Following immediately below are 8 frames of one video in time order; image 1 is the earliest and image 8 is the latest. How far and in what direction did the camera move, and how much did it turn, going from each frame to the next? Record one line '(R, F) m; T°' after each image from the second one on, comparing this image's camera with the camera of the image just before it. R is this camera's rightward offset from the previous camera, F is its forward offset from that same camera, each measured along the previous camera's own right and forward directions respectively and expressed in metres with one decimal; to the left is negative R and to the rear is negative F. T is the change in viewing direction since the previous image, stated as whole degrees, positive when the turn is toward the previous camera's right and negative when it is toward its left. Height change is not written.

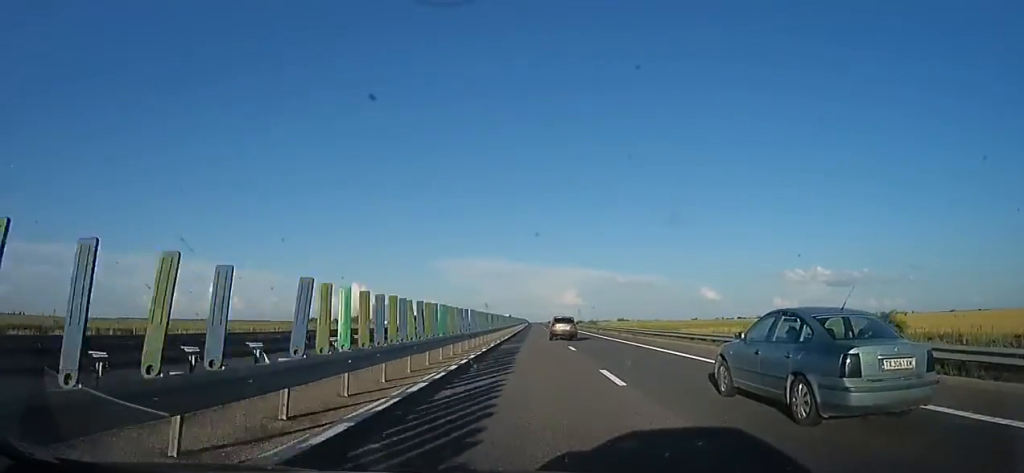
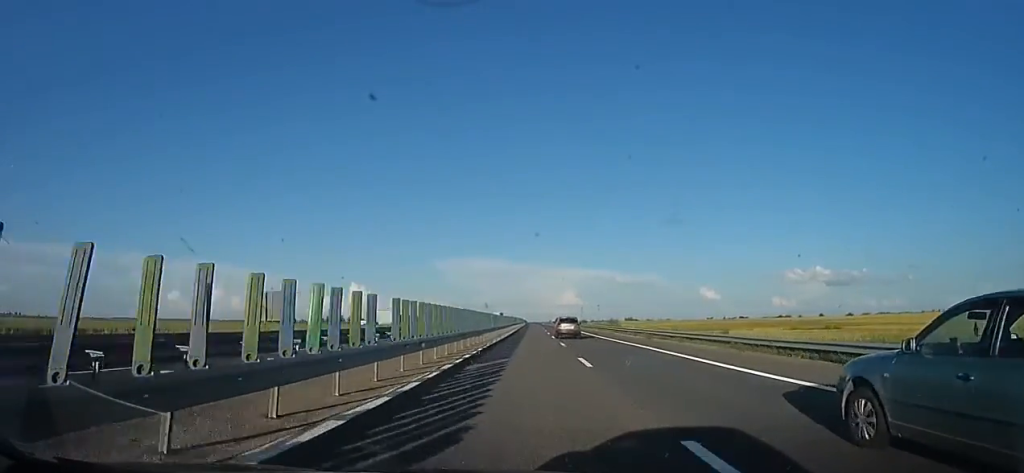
(-0.6, +31.6) m; +1°
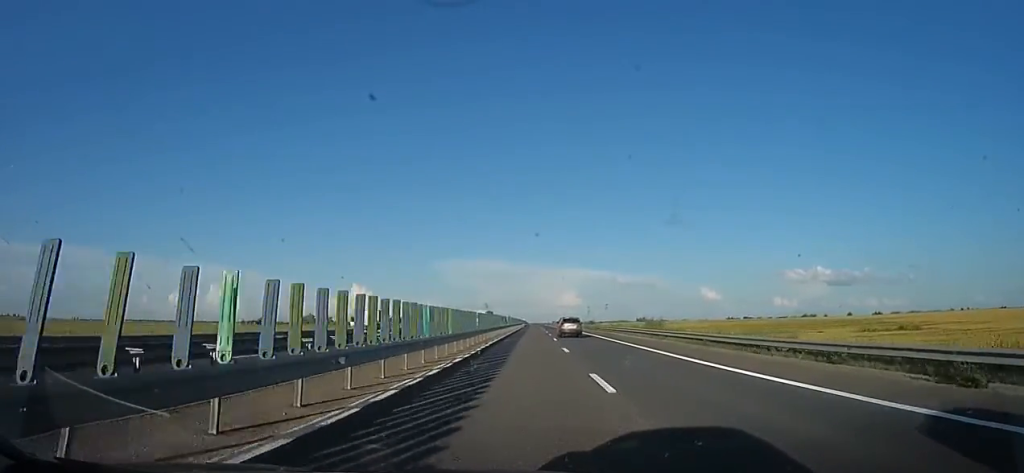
(+1.0, +28.8) m; +2°
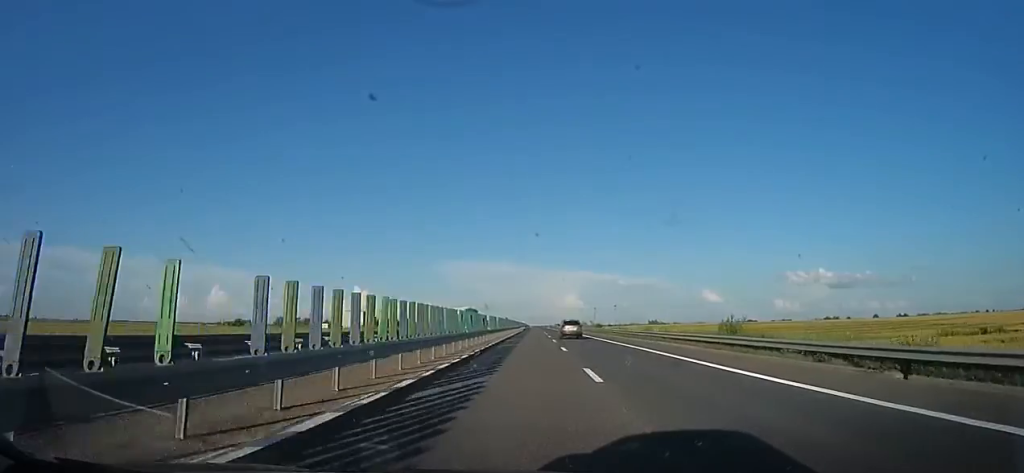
(0.0, +22.4) m; -2°
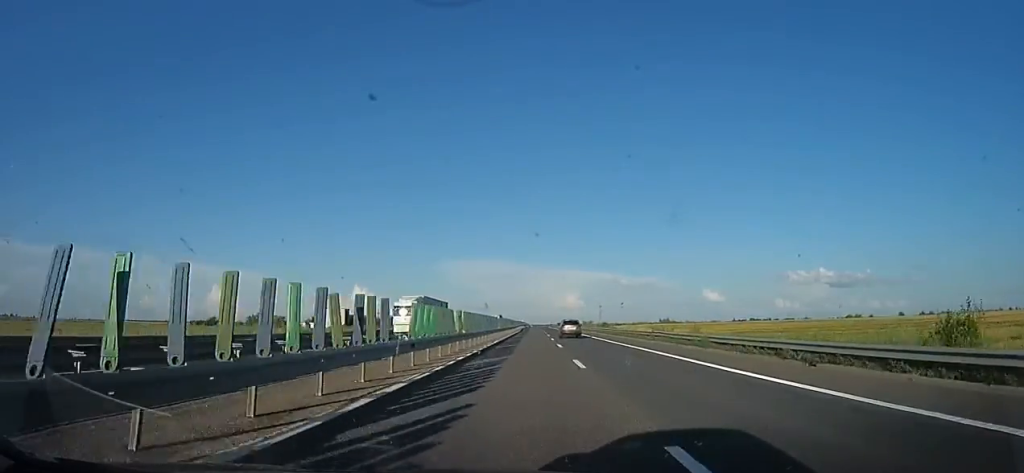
(-0.1, +20.6) m; -1°
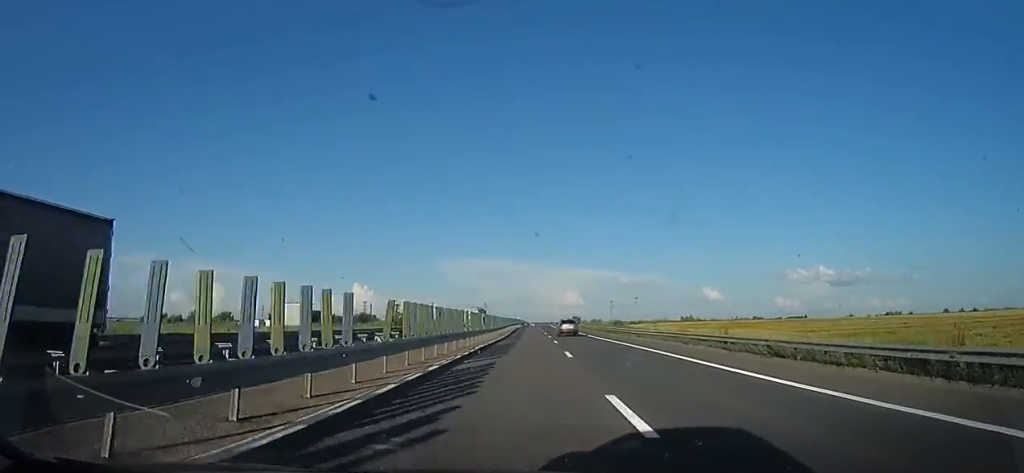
(-1.0, +32.0) m; 0°
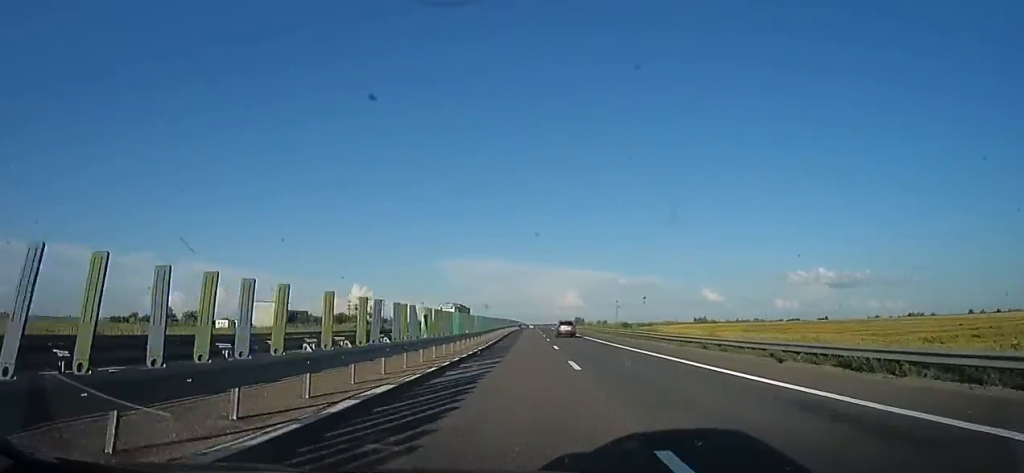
(+0.6, +15.8) m; +1°
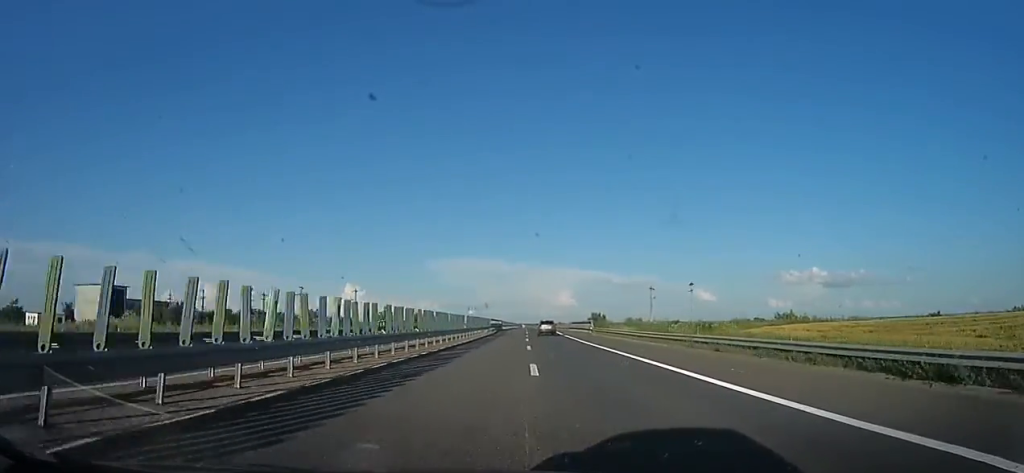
(+0.6, +61.5) m; -1°
